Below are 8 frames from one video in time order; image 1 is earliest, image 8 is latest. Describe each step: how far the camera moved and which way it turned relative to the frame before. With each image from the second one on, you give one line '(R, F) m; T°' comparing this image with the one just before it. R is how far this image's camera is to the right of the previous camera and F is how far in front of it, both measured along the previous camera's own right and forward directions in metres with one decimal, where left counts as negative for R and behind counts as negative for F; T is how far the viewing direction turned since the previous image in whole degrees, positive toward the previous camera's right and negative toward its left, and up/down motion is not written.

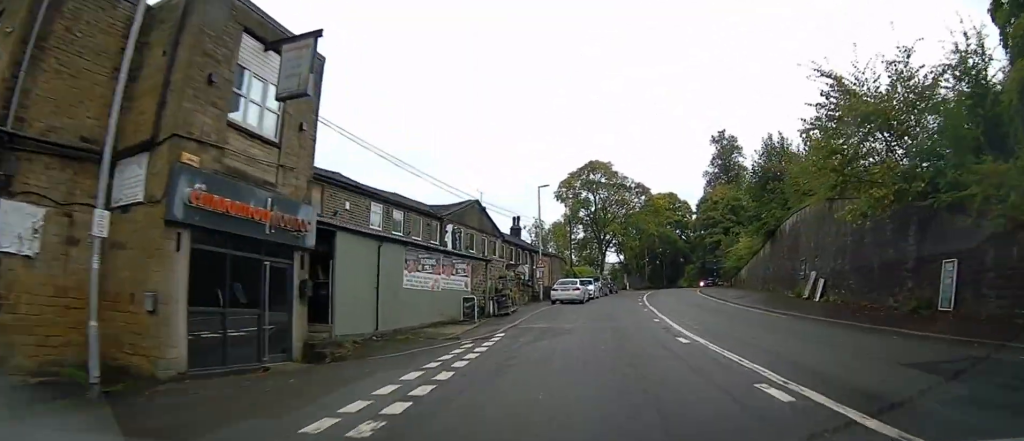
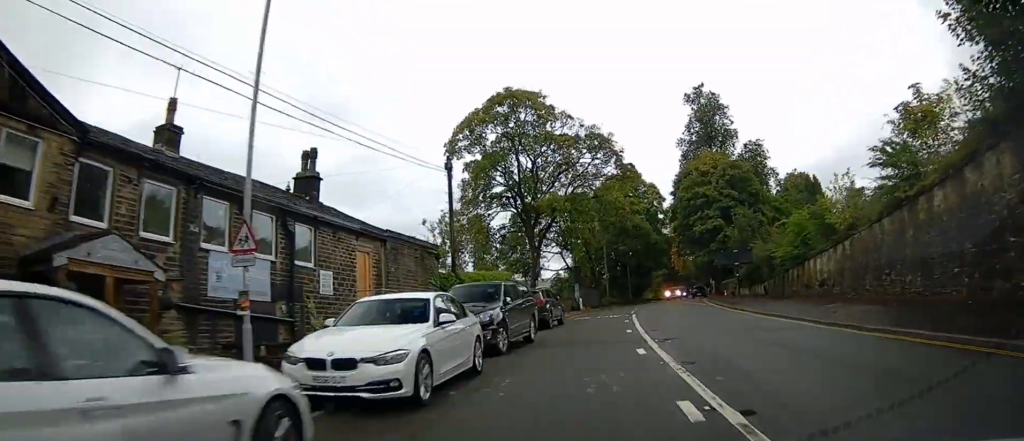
(+1.8, +30.1) m; +6°
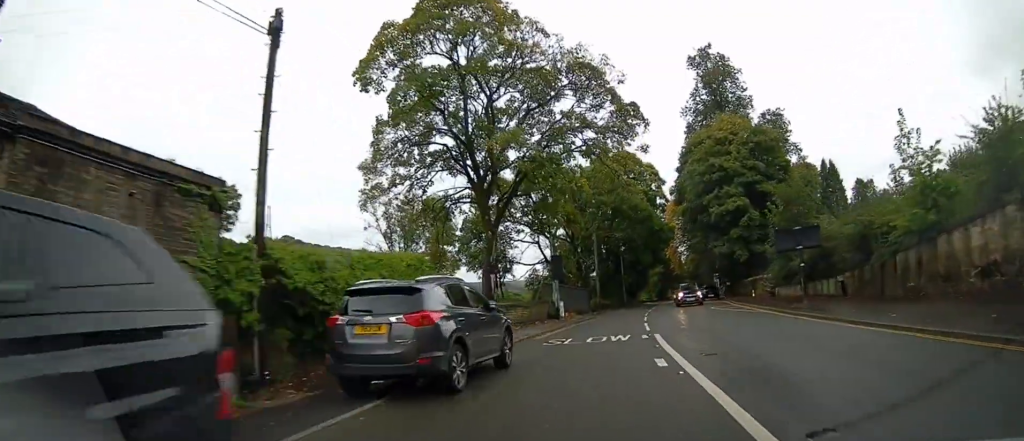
(+0.2, +14.0) m; +2°
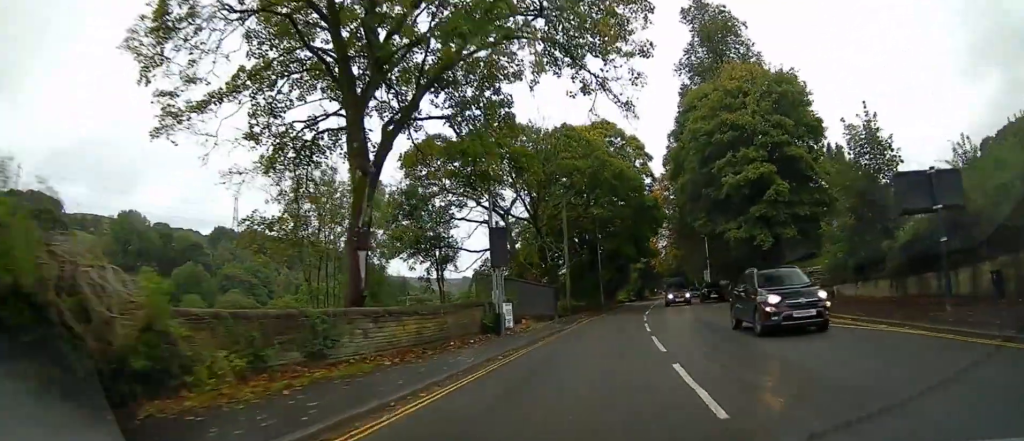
(+0.3, +12.2) m; +2°
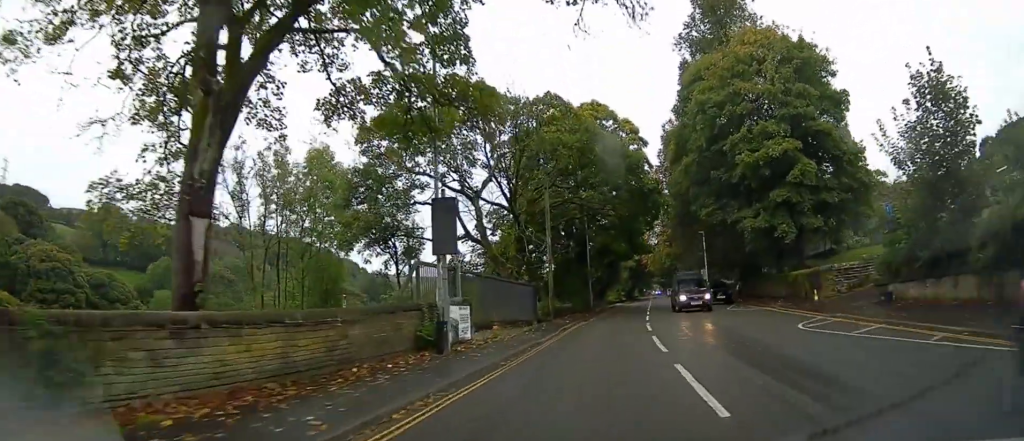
(+0.1, +6.0) m; +1°
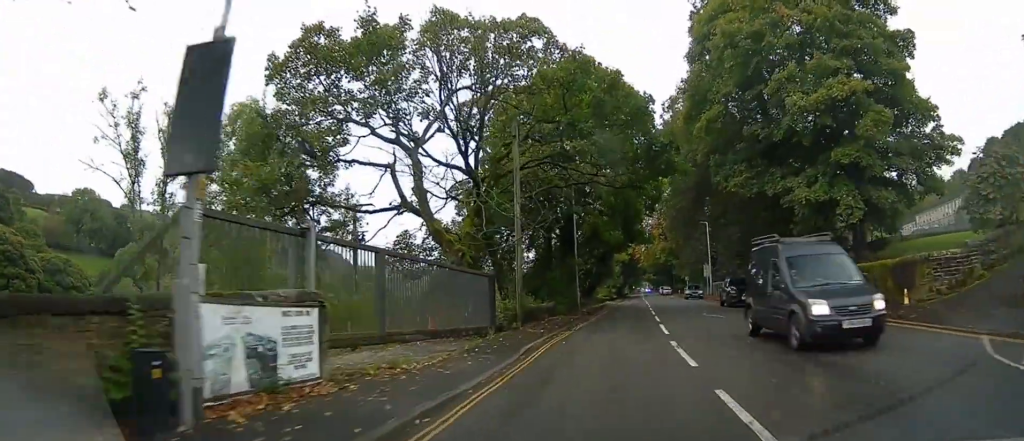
(+0.1, +8.7) m; +2°
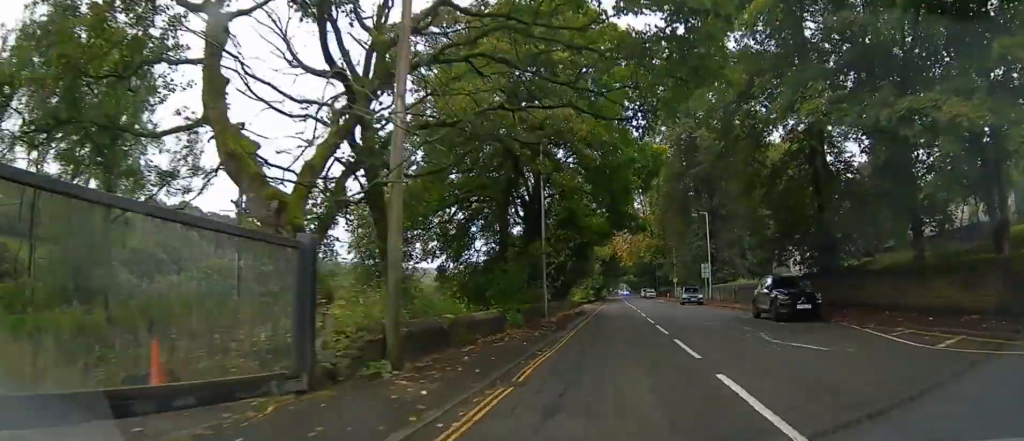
(+0.2, +10.7) m; +2°
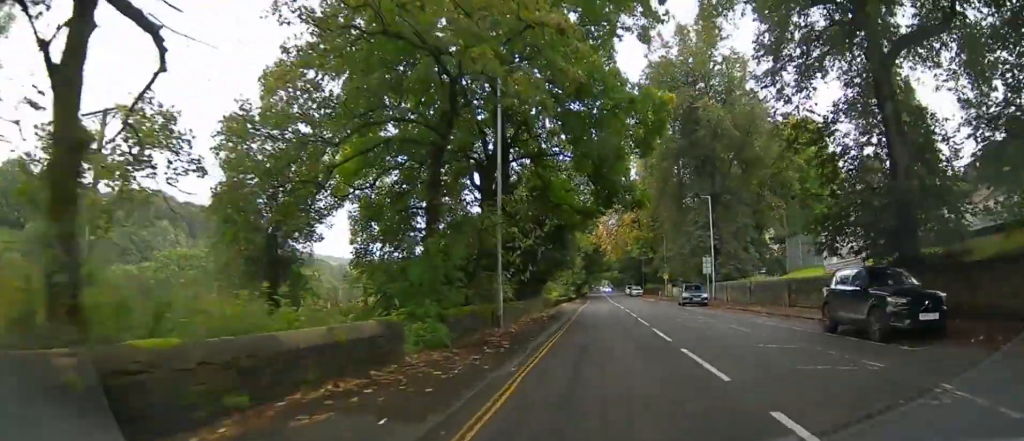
(+0.2, +8.8) m; +1°
